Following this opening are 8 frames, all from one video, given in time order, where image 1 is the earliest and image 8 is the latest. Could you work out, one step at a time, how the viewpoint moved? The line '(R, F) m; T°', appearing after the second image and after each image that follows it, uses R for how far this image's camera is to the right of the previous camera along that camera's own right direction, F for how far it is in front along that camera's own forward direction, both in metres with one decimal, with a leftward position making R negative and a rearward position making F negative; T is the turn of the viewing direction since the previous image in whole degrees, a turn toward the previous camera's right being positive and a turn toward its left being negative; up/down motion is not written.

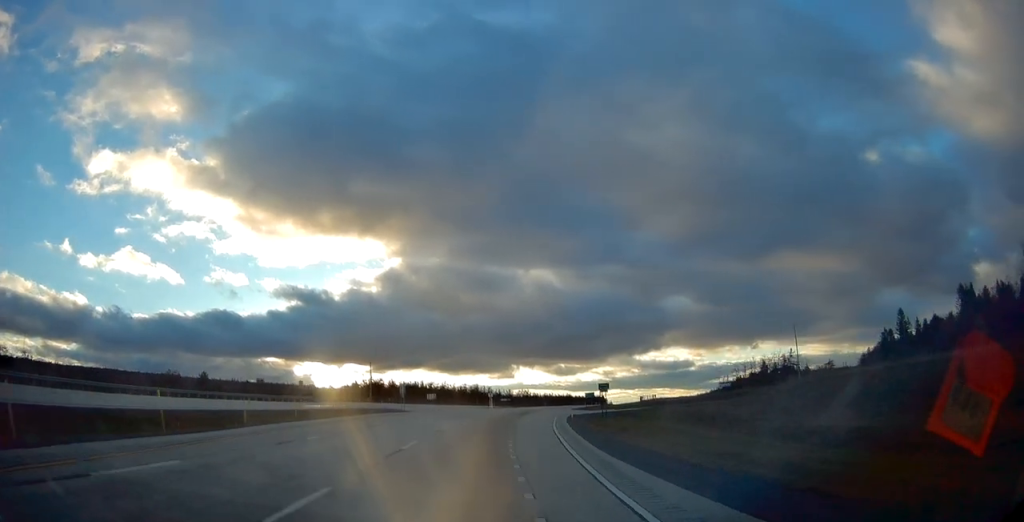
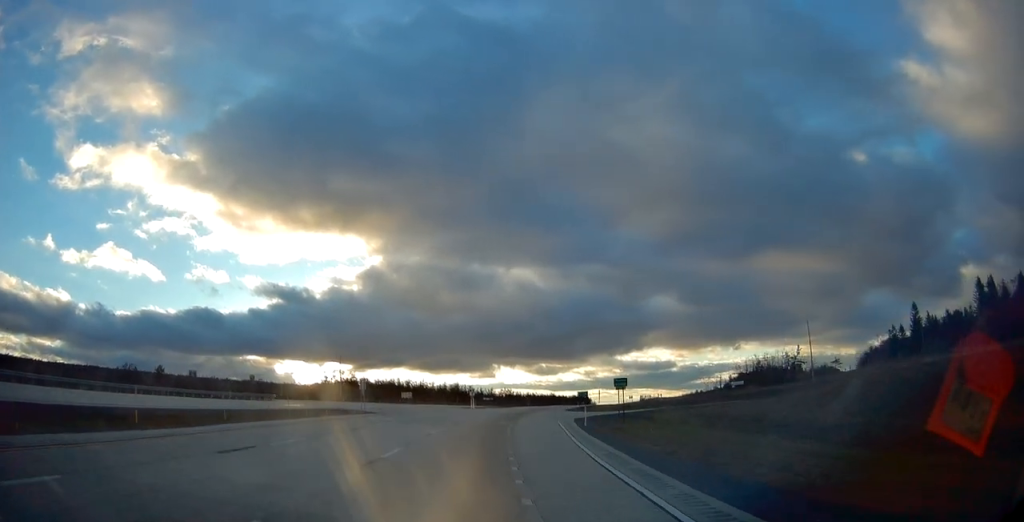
(+0.3, +15.0) m; +2°
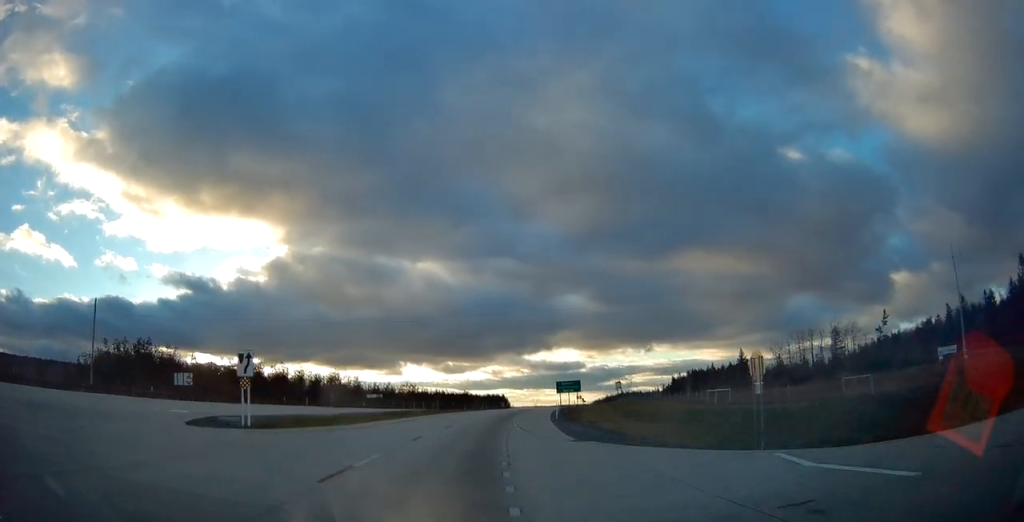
(+6.0, +72.1) m; +10°
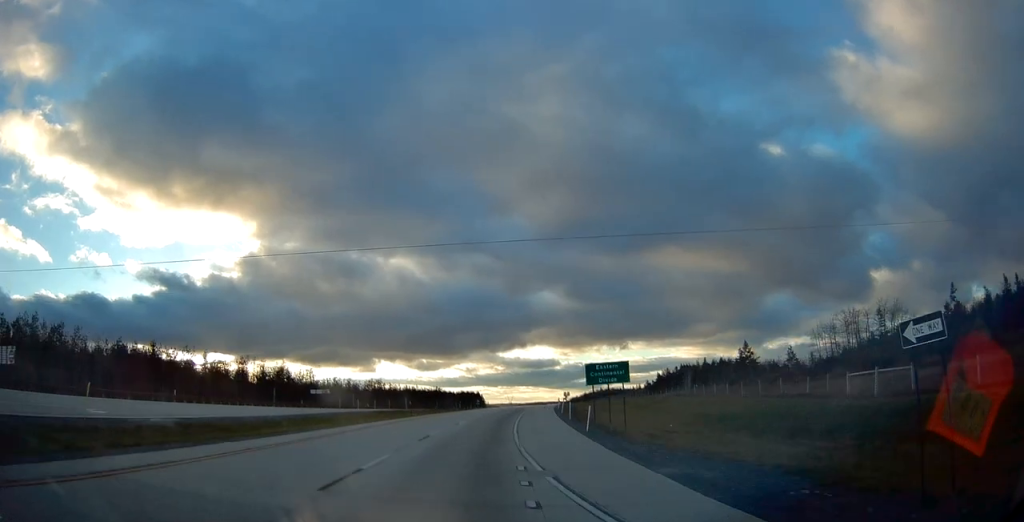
(+0.7, +25.4) m; +3°
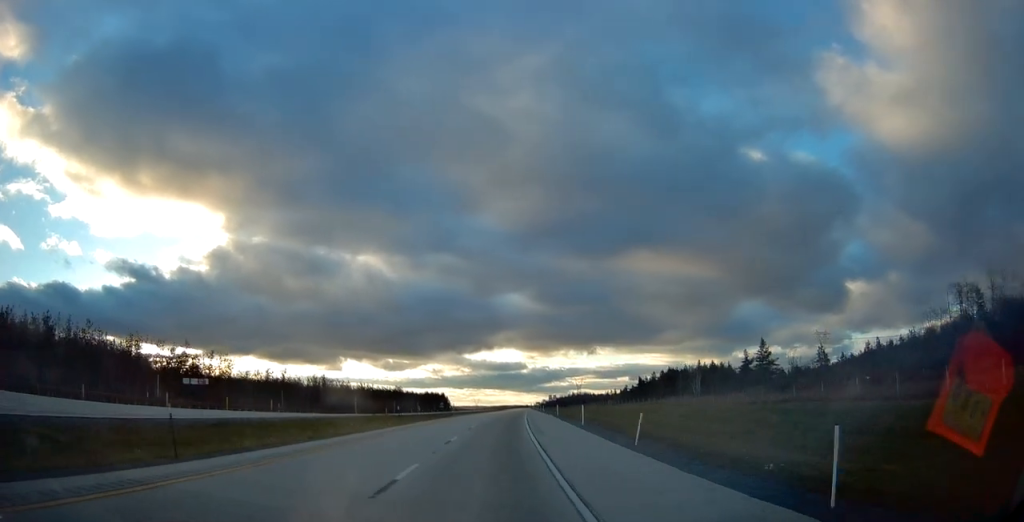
(+1.0, +35.8) m; +4°
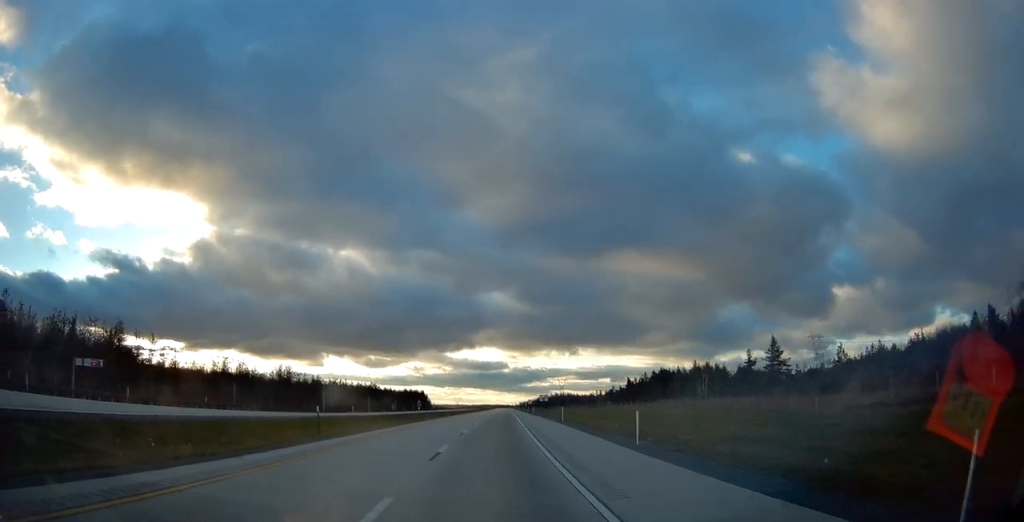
(+0.2, +17.5) m; +2°
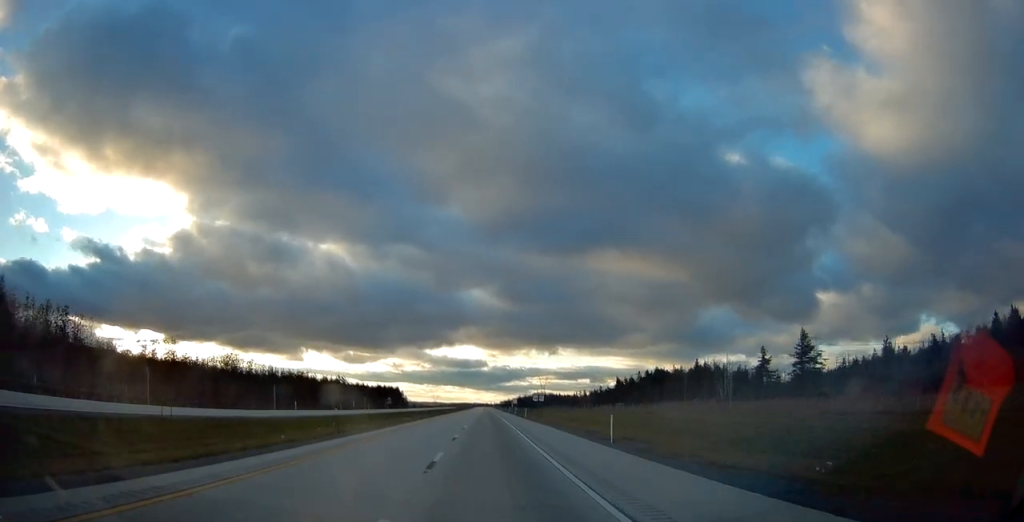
(+0.9, +25.8) m; +3°
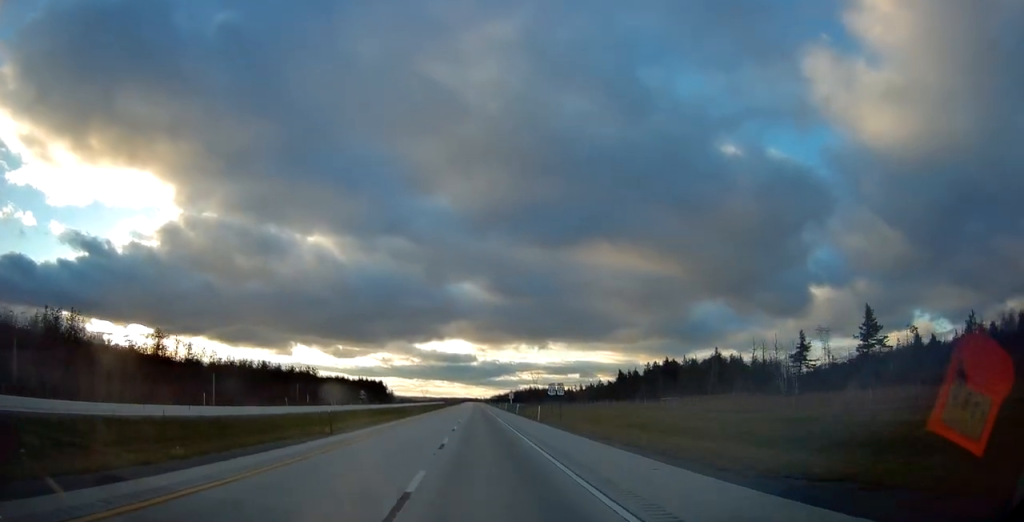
(+0.7, +30.2) m; +2°
